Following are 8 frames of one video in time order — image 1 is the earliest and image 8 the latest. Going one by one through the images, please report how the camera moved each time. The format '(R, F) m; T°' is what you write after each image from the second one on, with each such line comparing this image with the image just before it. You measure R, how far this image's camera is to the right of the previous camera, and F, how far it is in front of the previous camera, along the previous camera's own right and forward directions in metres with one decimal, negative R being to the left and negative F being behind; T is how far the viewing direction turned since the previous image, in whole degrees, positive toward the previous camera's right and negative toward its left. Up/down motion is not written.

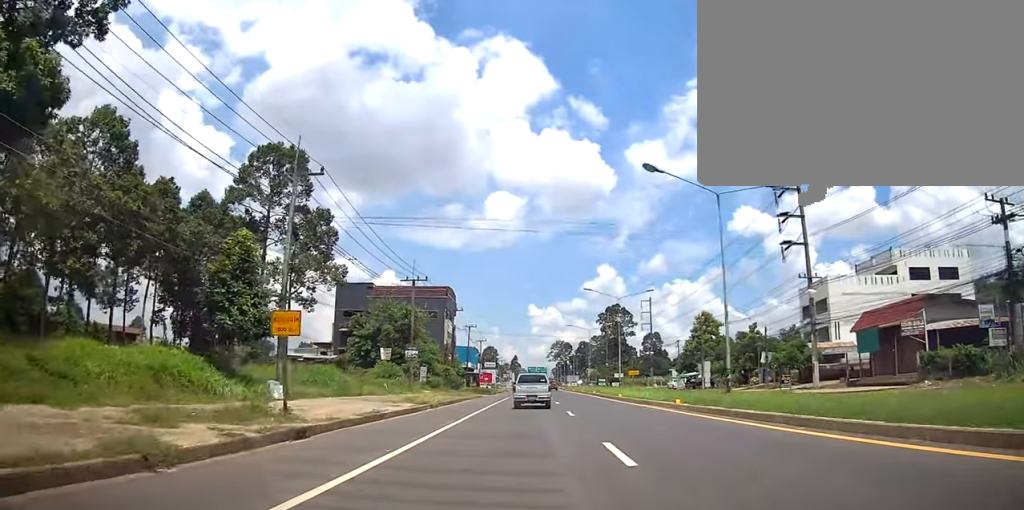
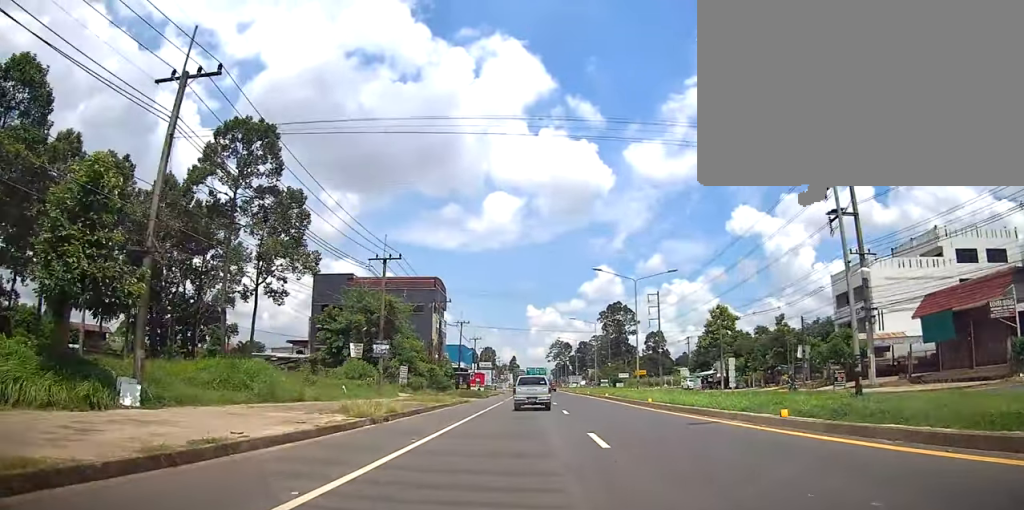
(-0.1, +9.5) m; +1°
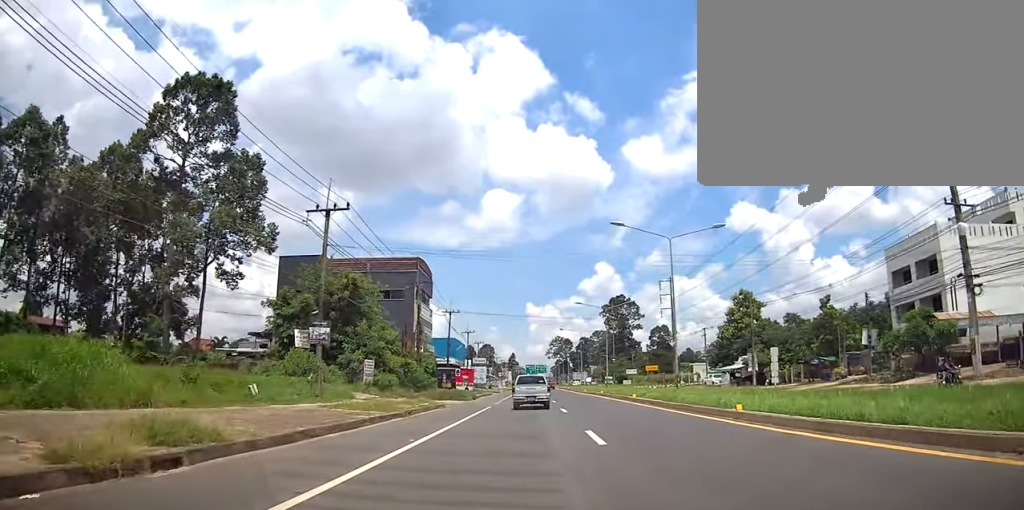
(+0.3, +11.7) m; +1°
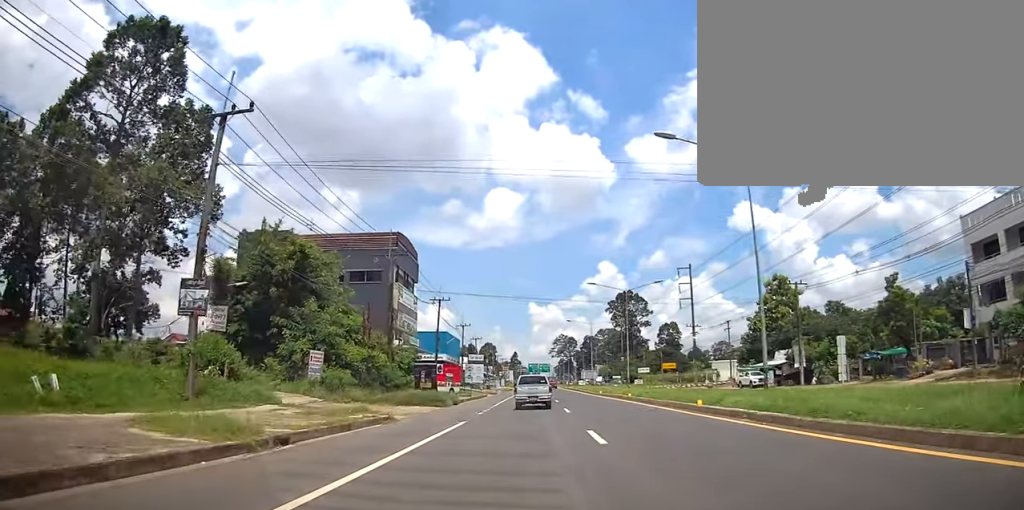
(+0.1, +11.5) m; 0°
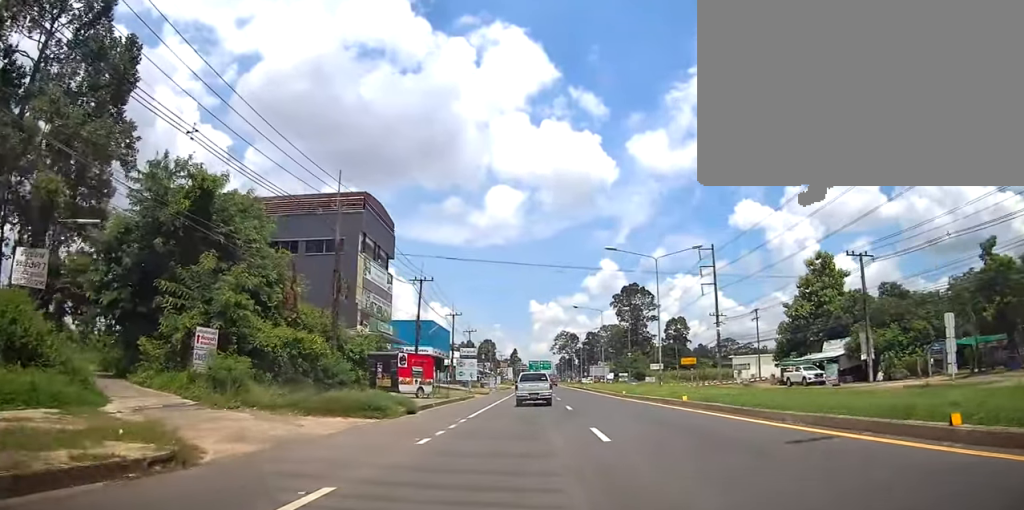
(-0.1, +11.8) m; -1°
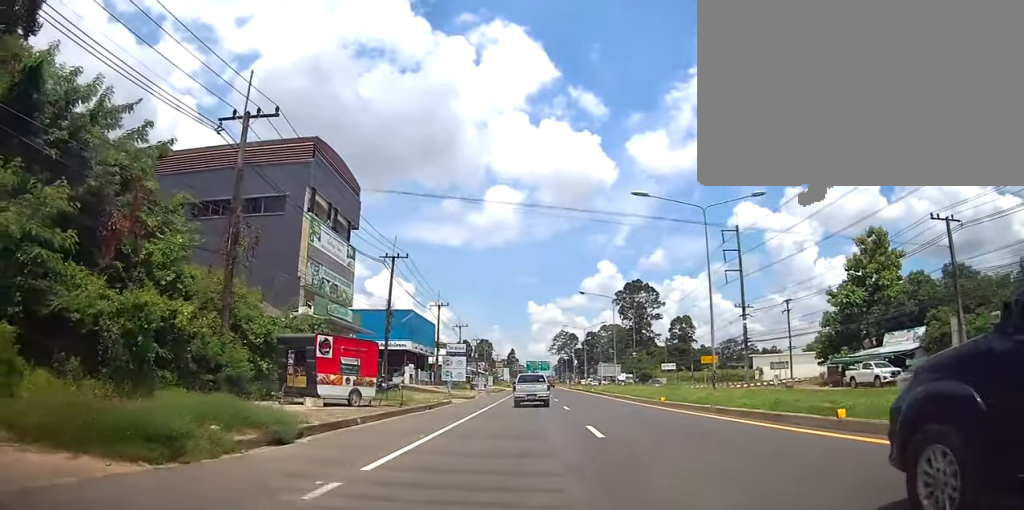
(-0.3, +10.9) m; +1°
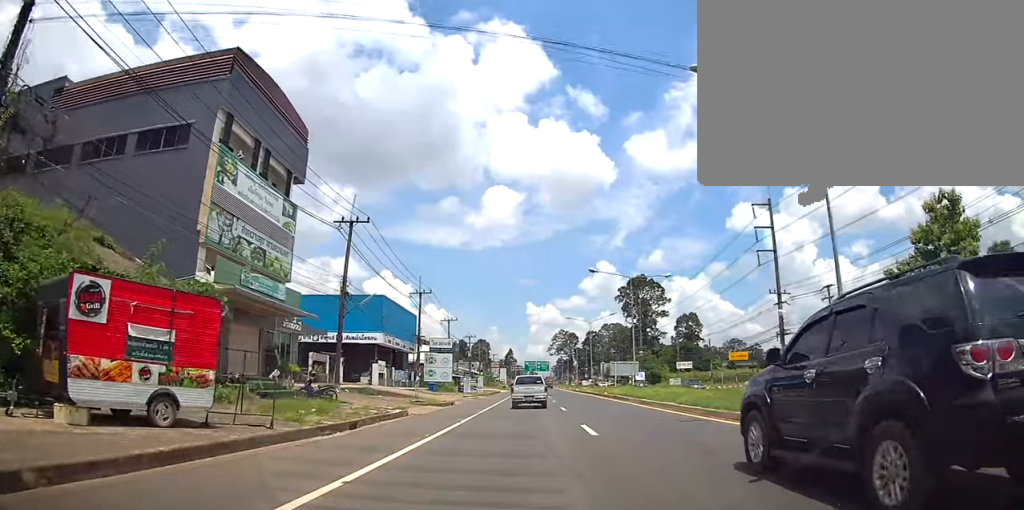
(+0.3, +10.8) m; +1°
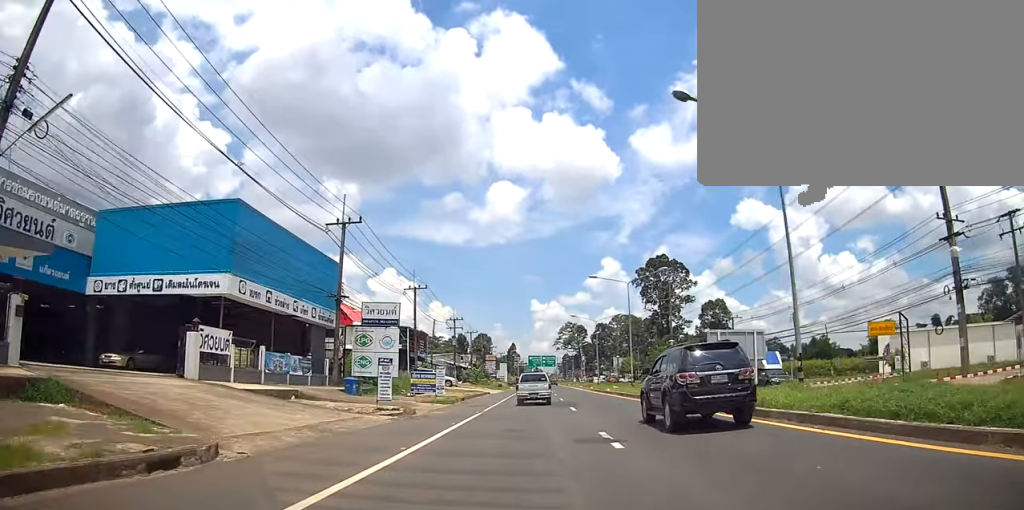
(-0.2, +26.2) m; -2°
